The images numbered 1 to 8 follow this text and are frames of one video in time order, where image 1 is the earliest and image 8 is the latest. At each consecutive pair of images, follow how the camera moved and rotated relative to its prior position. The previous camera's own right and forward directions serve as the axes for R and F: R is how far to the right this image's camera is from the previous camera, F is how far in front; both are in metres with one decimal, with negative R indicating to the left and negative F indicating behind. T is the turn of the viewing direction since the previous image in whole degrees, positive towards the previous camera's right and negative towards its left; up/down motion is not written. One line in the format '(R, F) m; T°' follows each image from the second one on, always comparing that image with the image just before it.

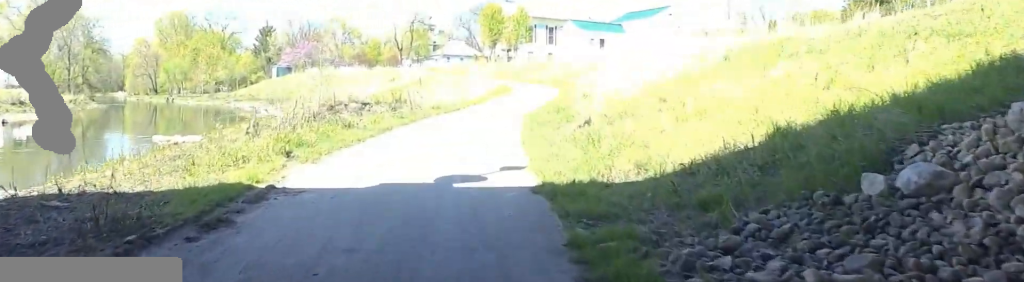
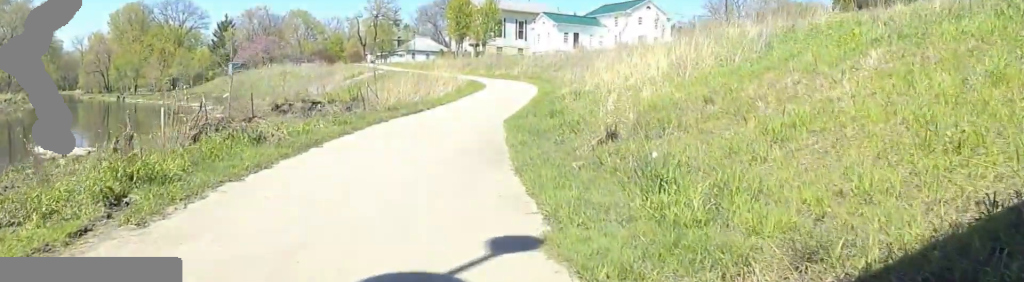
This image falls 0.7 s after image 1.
(0.0, +4.3) m; +1°
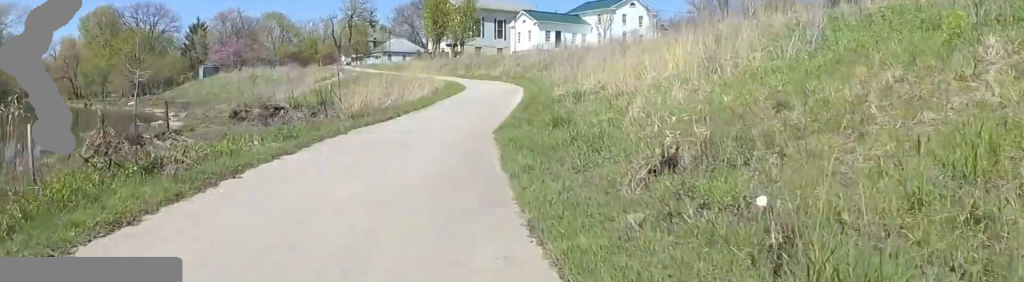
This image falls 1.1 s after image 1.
(-0.1, +2.8) m; +3°
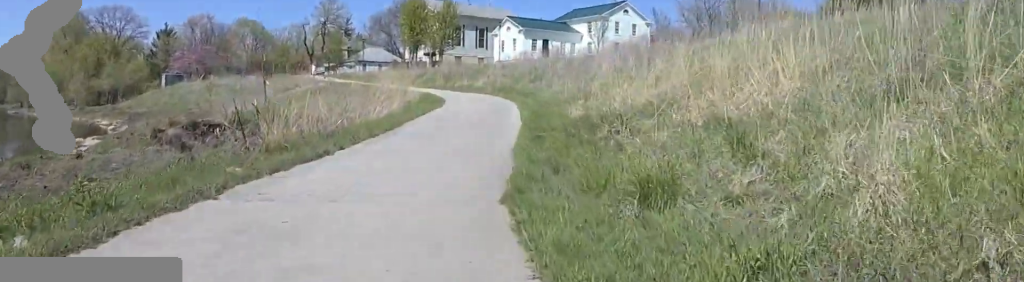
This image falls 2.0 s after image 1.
(+0.3, +5.2) m; +7°
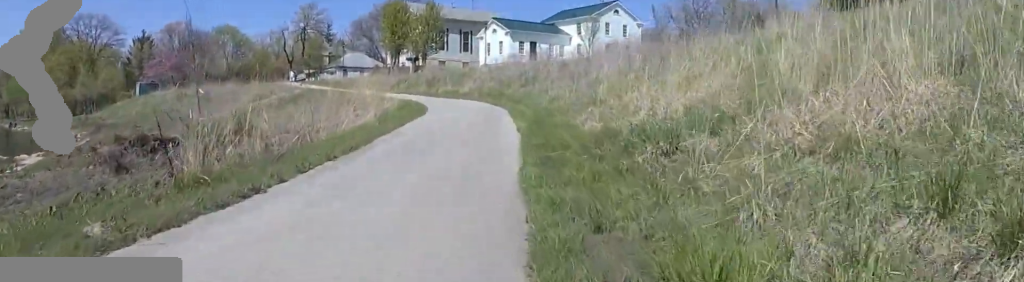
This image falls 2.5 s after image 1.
(+0.1, +2.6) m; +4°
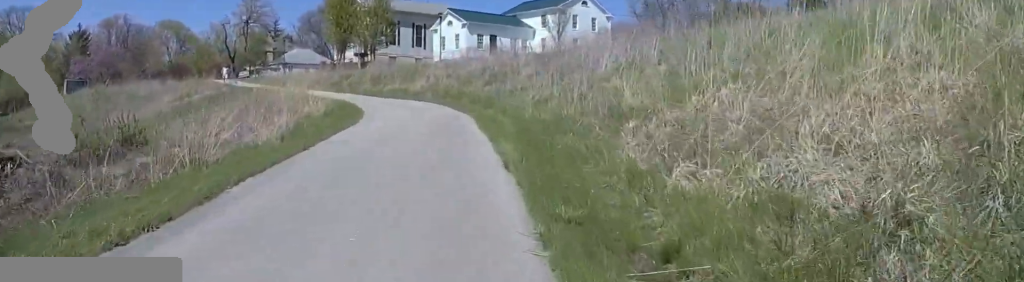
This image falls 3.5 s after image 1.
(+0.1, +5.9) m; -6°
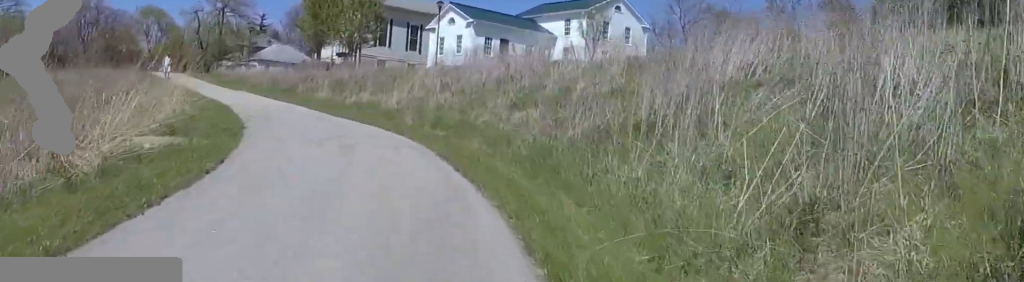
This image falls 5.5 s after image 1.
(-0.6, +11.8) m; -4°
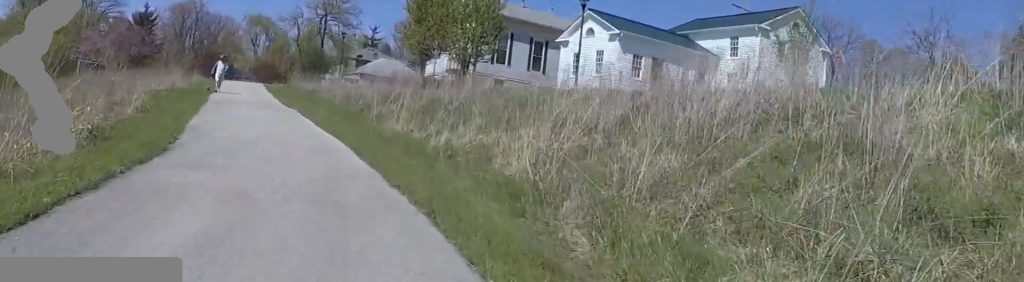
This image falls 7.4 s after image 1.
(-1.0, +10.7) m; -13°
